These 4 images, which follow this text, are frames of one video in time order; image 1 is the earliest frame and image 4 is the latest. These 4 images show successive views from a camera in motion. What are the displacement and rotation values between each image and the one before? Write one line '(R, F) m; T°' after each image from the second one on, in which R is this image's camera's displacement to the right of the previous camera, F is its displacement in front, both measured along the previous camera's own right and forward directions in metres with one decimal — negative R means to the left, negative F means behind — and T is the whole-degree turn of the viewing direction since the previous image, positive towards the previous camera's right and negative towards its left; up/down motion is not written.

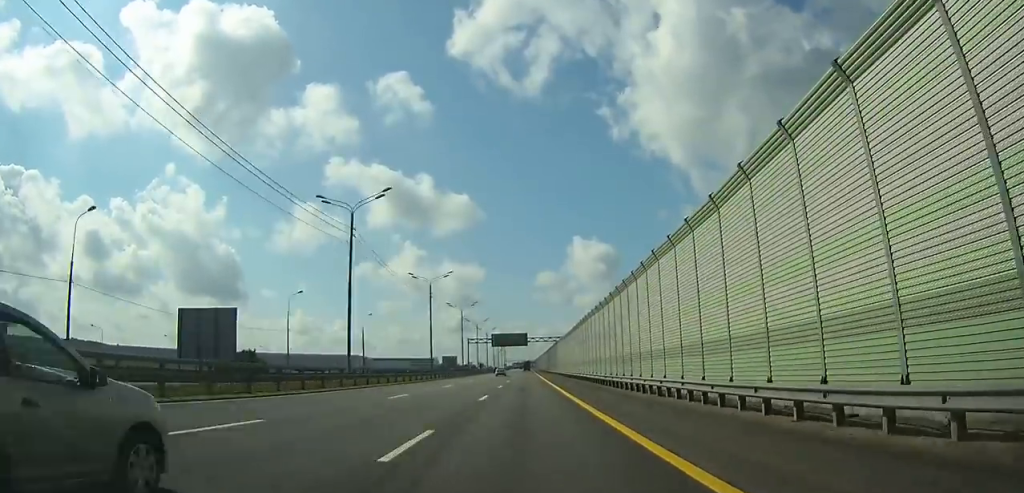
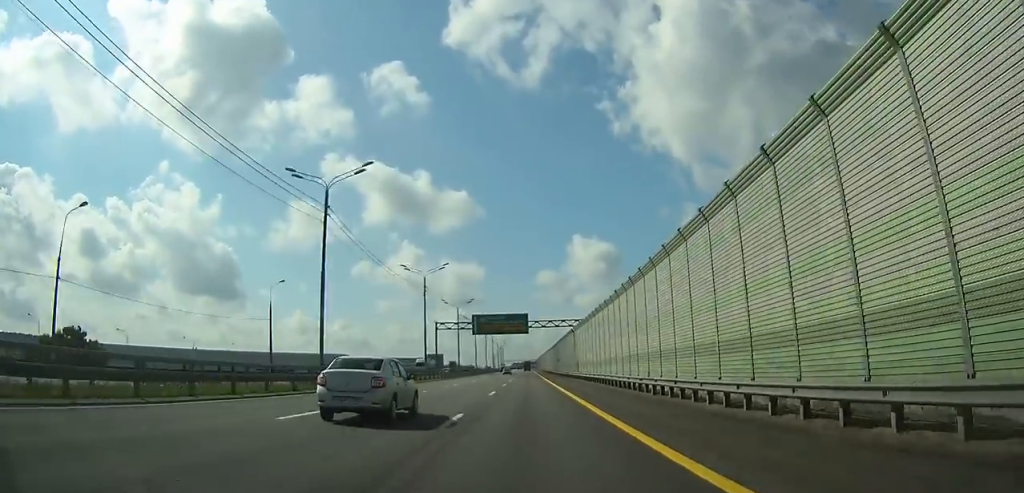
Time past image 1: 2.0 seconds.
(+0.1, +43.2) m; 0°
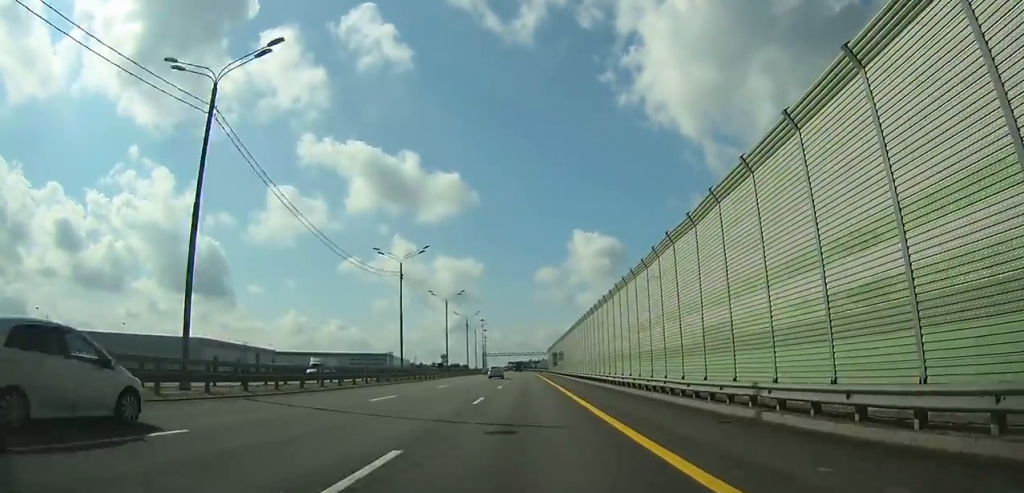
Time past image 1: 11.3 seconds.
(+0.1, +201.0) m; -1°
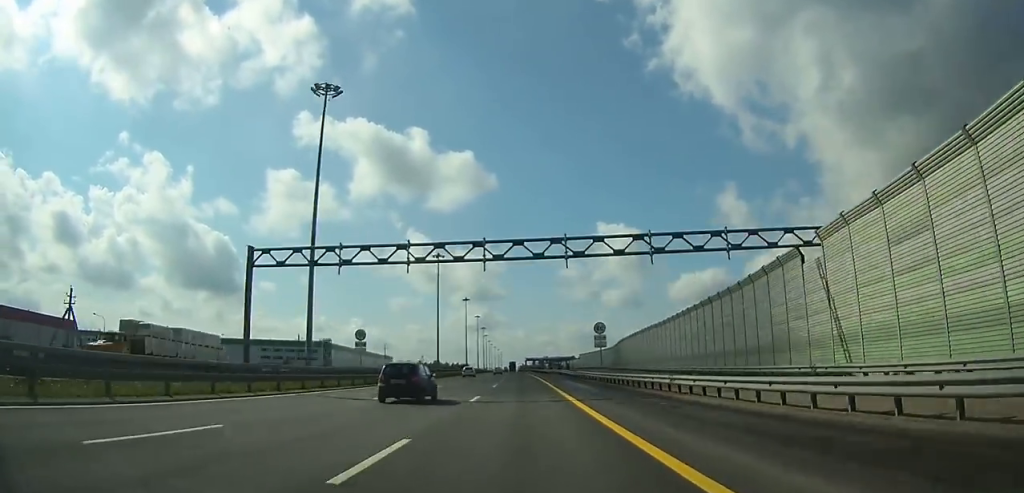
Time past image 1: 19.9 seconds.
(-2.6, +190.4) m; -2°
